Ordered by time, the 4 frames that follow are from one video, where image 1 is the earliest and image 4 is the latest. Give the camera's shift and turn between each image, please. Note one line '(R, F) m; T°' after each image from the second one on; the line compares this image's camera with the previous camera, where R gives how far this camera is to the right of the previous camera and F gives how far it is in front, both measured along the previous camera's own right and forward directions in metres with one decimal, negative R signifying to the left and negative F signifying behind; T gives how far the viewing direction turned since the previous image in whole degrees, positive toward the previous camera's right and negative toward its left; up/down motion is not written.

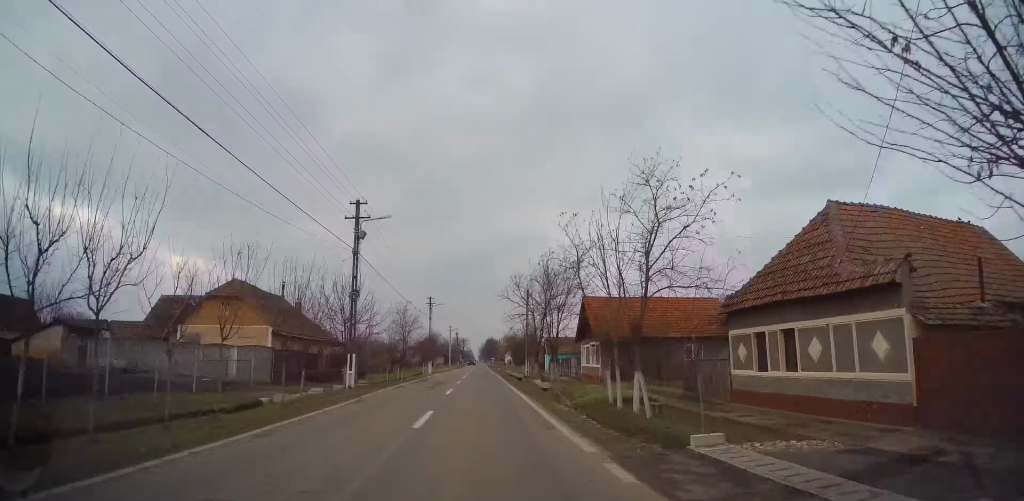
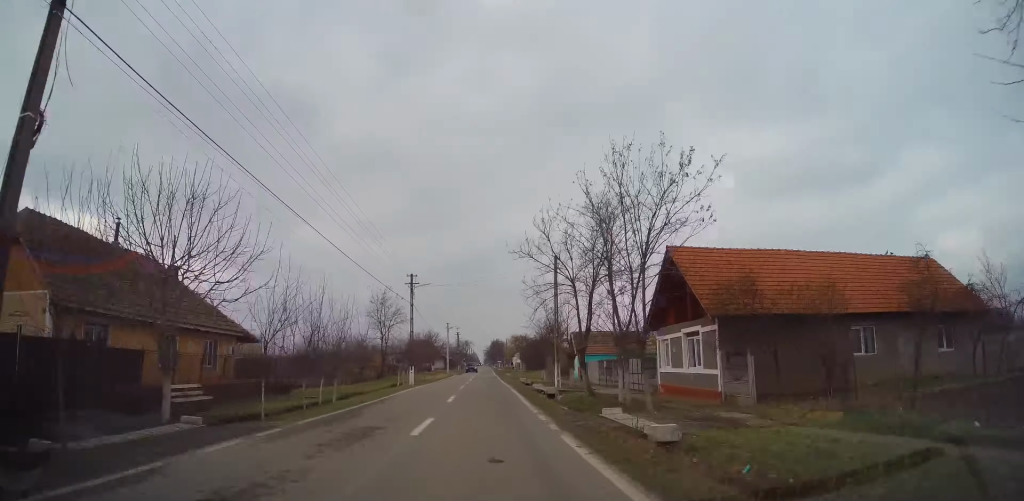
(+0.1, +18.4) m; -1°
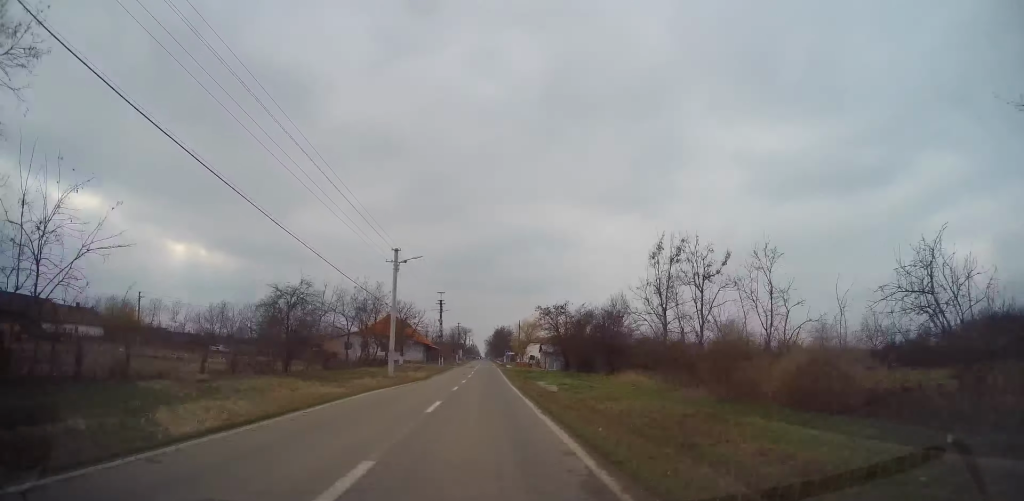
(+0.5, +50.7) m; 0°
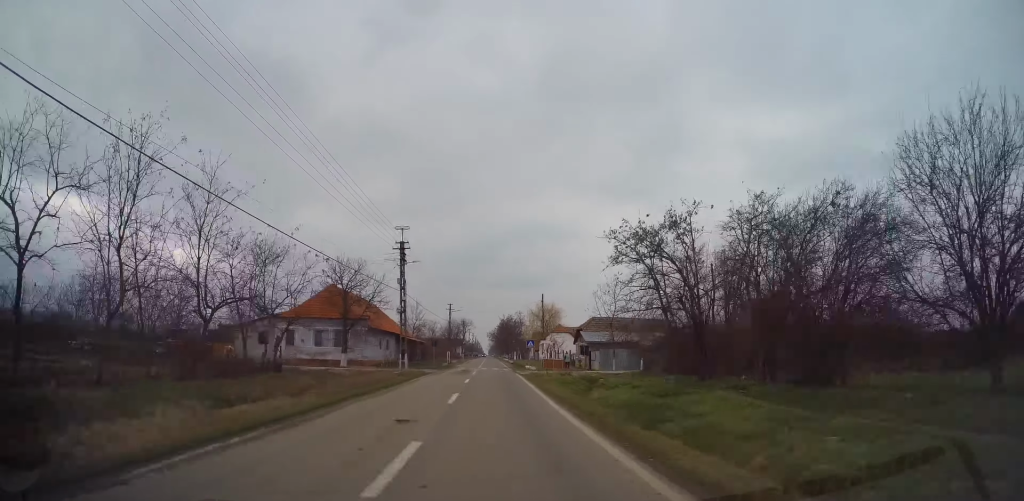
(-0.5, +34.2) m; -1°
